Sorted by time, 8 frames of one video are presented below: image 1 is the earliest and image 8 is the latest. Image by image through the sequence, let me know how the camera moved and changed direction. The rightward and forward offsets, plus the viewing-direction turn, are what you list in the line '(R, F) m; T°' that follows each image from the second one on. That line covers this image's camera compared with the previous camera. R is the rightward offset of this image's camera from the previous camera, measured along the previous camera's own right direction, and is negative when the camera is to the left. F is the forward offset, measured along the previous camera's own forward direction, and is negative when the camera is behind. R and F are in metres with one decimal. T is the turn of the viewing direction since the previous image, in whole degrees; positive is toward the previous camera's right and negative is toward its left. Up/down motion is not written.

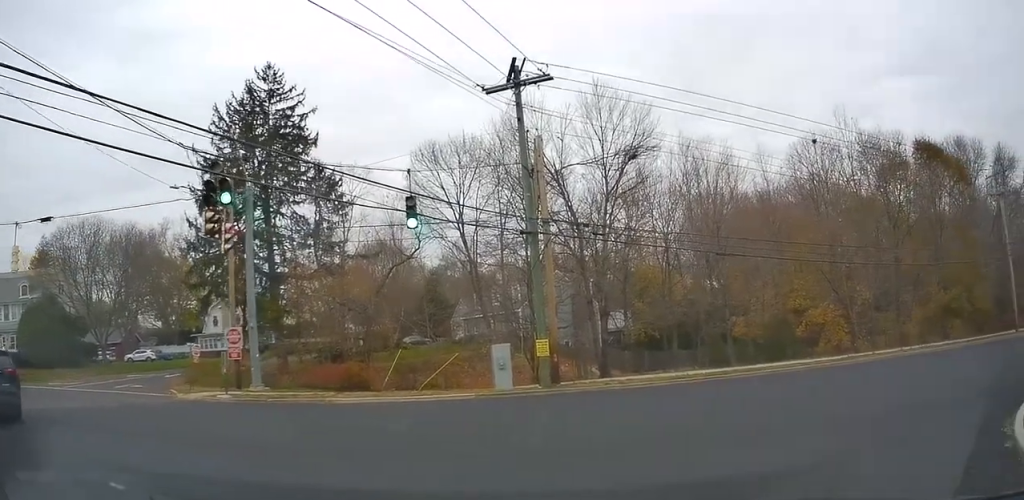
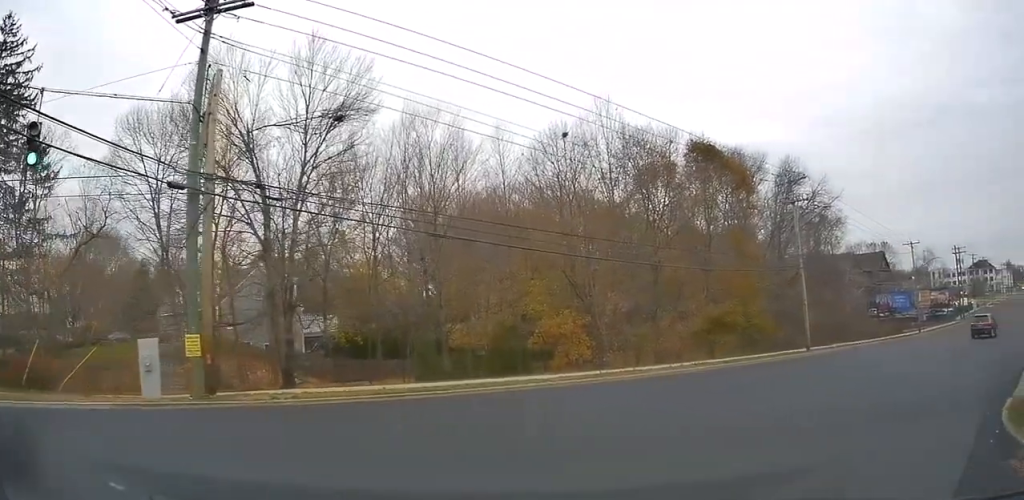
(+1.3, +5.3) m; +30°
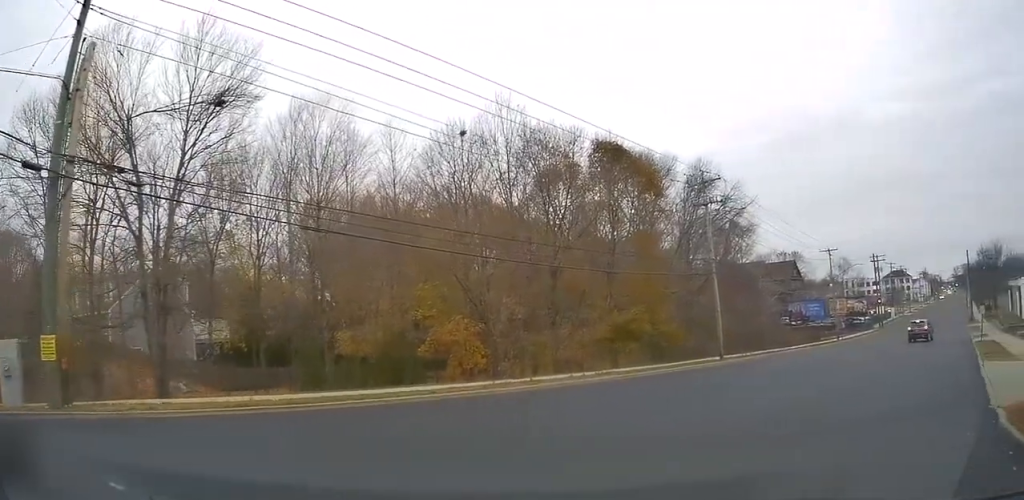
(+0.3, +2.2) m; +7°
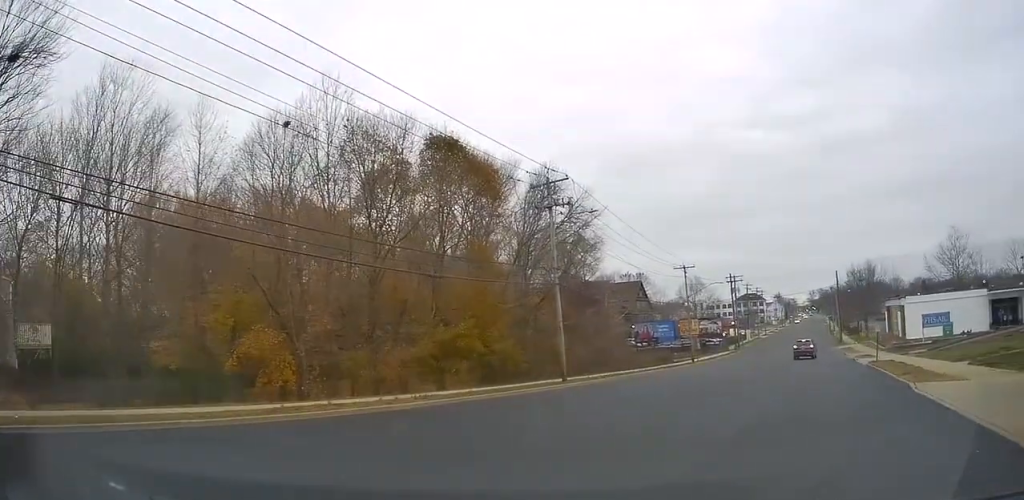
(+0.4, +4.1) m; +11°
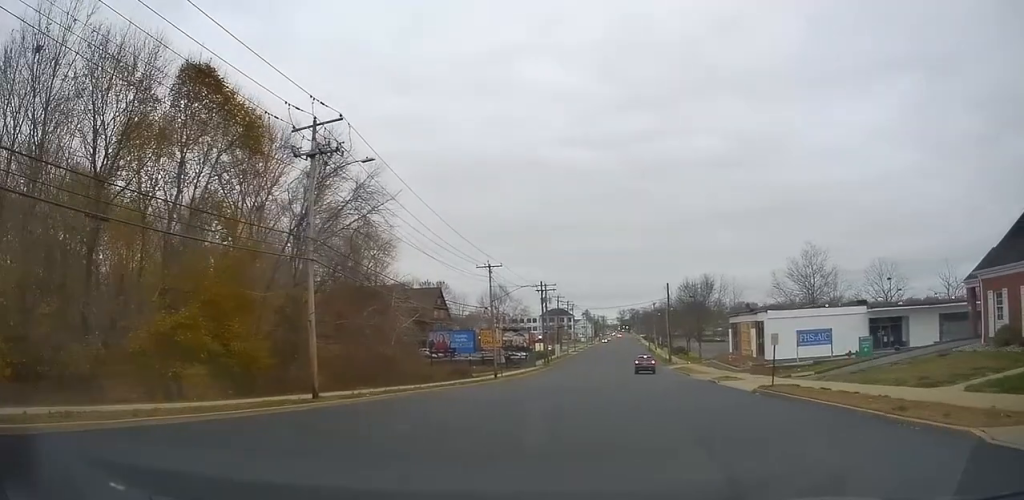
(+1.3, +9.0) m; +15°
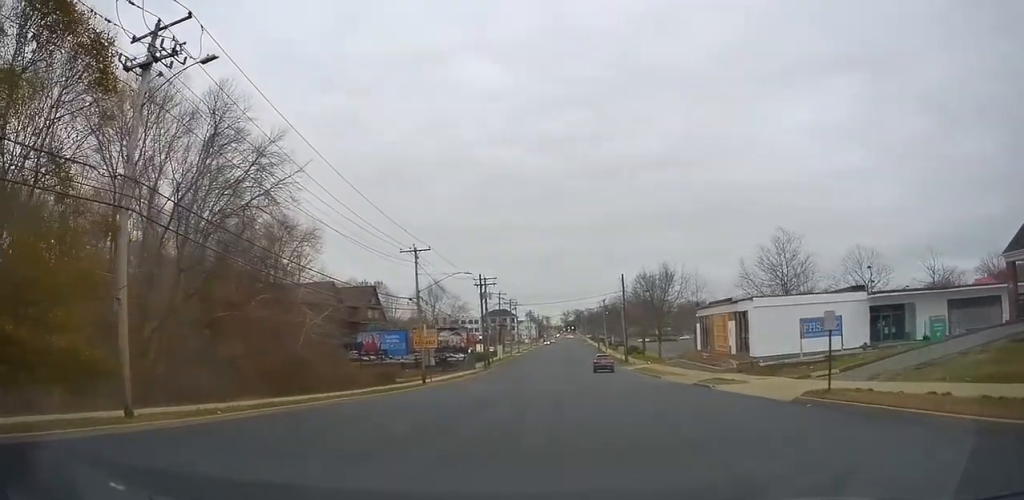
(+0.9, +8.3) m; +10°
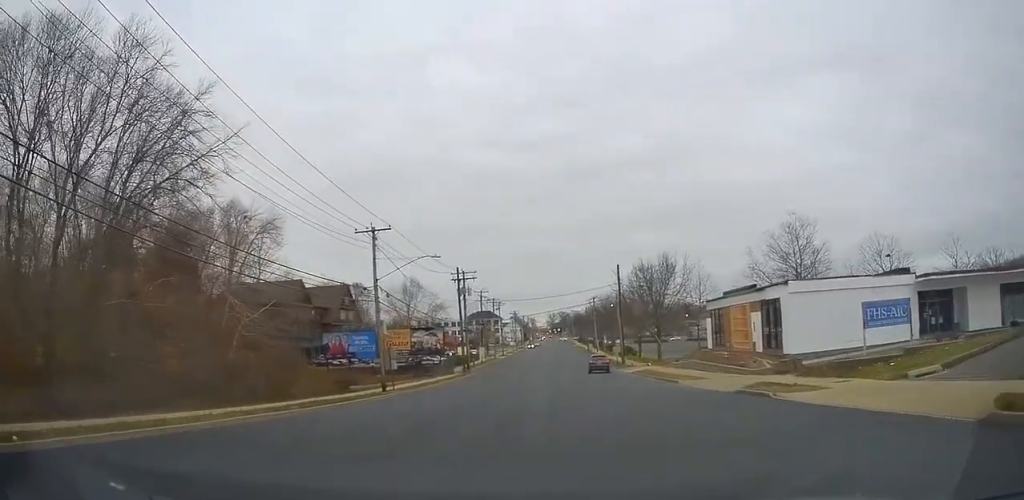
(+0.5, +8.1) m; +4°
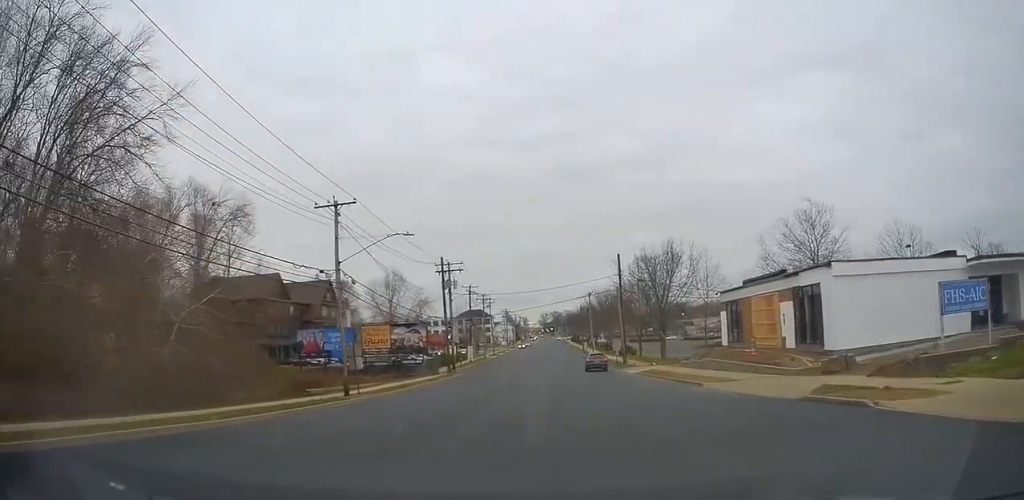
(+0.1, +6.0) m; 0°
